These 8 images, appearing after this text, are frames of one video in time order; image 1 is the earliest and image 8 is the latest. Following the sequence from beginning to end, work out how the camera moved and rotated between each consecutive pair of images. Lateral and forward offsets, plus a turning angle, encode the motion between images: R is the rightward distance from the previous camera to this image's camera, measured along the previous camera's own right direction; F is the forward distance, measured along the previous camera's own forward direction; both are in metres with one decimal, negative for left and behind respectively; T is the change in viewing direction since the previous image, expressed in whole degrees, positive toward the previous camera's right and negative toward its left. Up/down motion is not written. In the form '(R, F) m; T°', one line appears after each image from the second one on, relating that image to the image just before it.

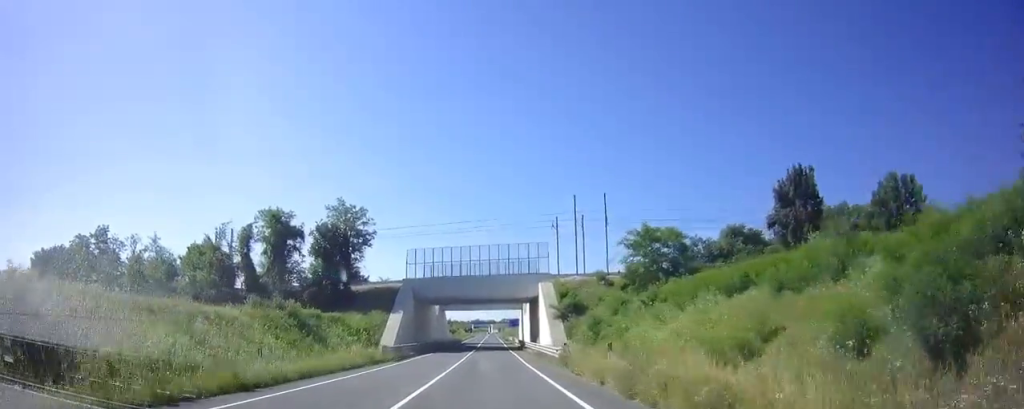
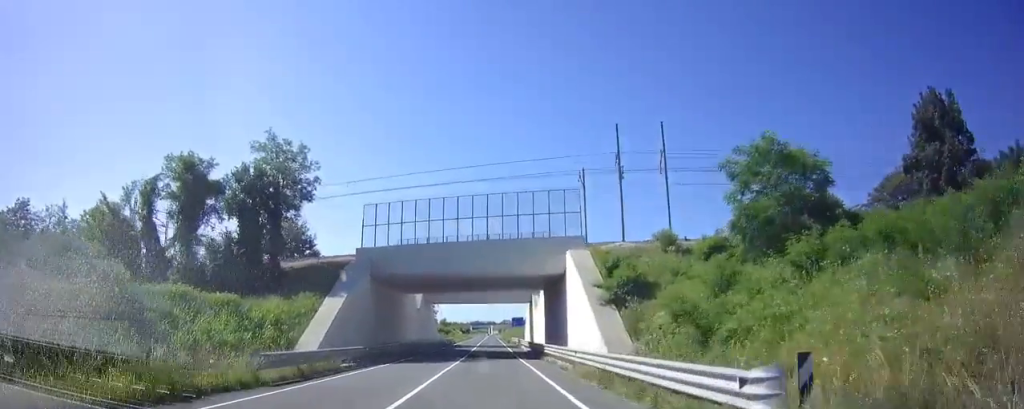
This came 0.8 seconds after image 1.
(-0.1, +19.0) m; 0°
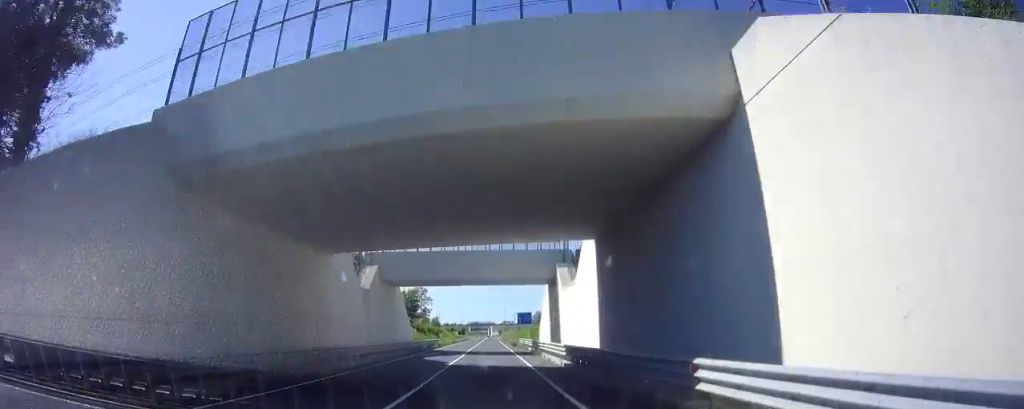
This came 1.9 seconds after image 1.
(0.0, +24.5) m; 0°
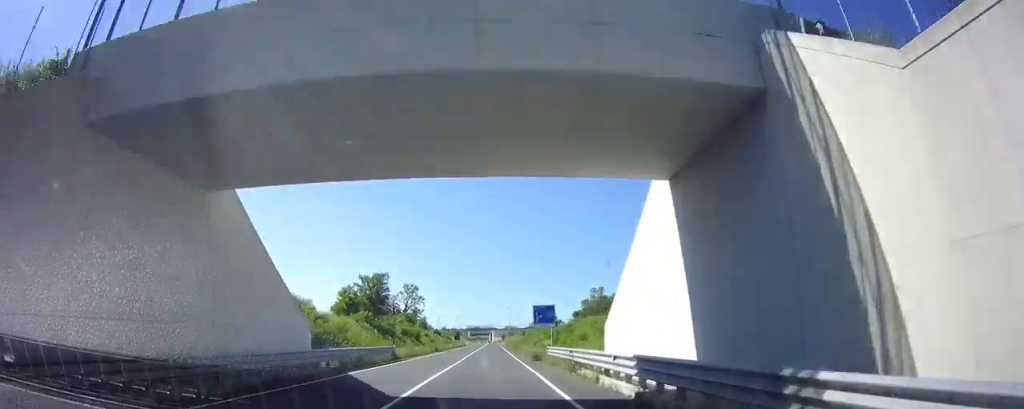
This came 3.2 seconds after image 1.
(+0.2, +29.9) m; +1°
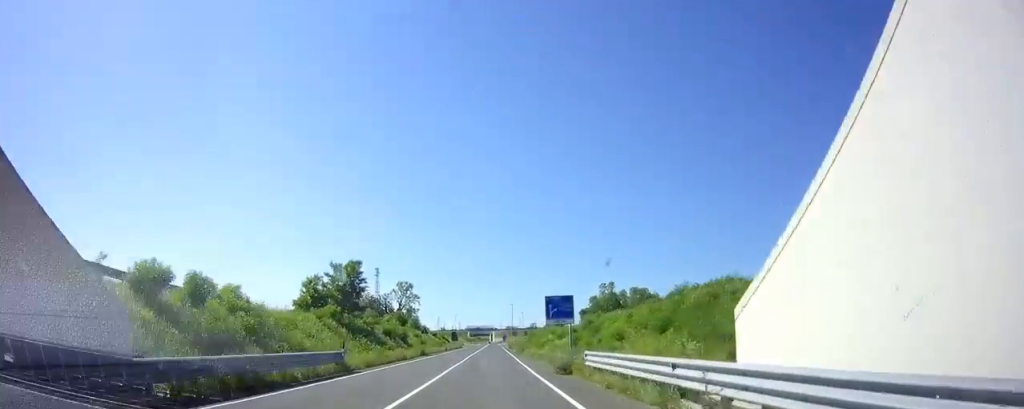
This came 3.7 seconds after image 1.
(+0.1, +12.3) m; 0°
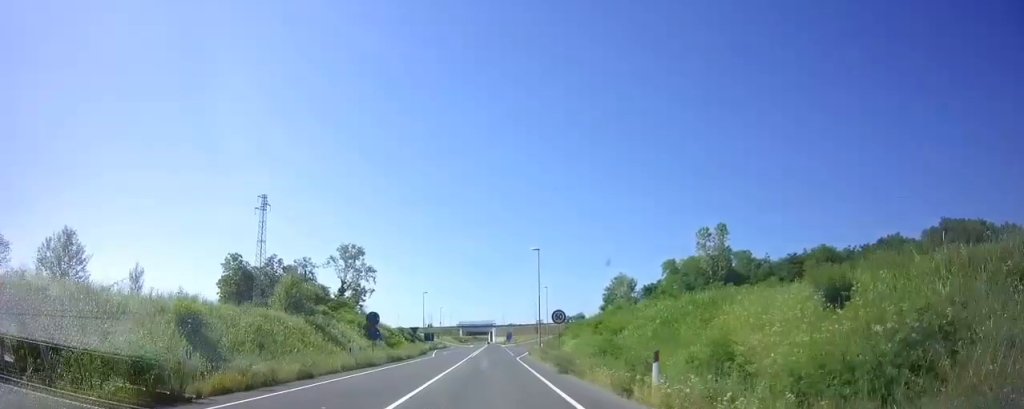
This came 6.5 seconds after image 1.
(-0.2, +65.3) m; -1°
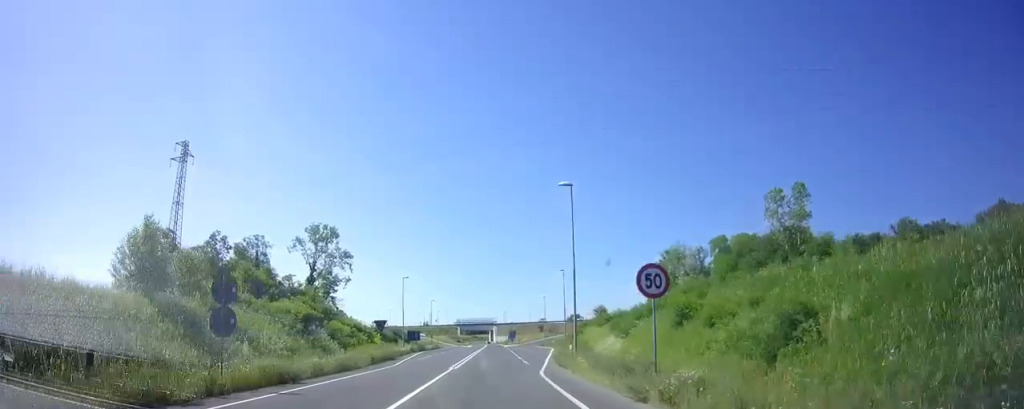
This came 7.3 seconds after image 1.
(-0.2, +18.6) m; 0°
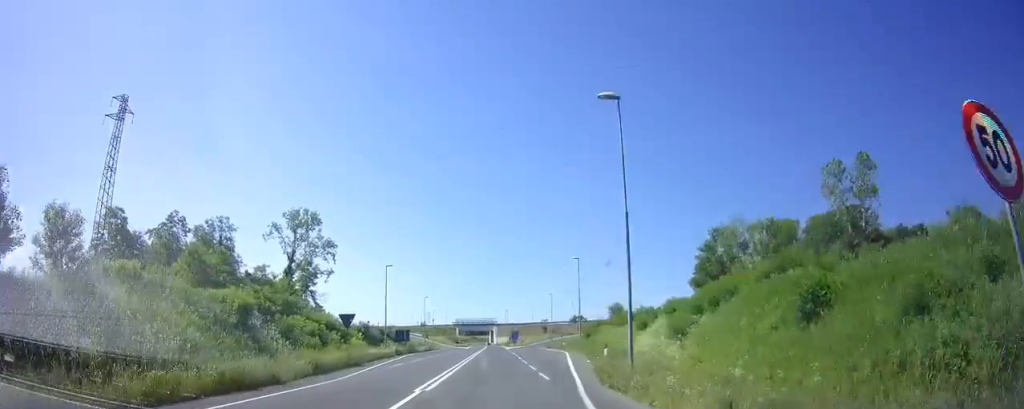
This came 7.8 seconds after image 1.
(-0.1, +10.0) m; 0°
